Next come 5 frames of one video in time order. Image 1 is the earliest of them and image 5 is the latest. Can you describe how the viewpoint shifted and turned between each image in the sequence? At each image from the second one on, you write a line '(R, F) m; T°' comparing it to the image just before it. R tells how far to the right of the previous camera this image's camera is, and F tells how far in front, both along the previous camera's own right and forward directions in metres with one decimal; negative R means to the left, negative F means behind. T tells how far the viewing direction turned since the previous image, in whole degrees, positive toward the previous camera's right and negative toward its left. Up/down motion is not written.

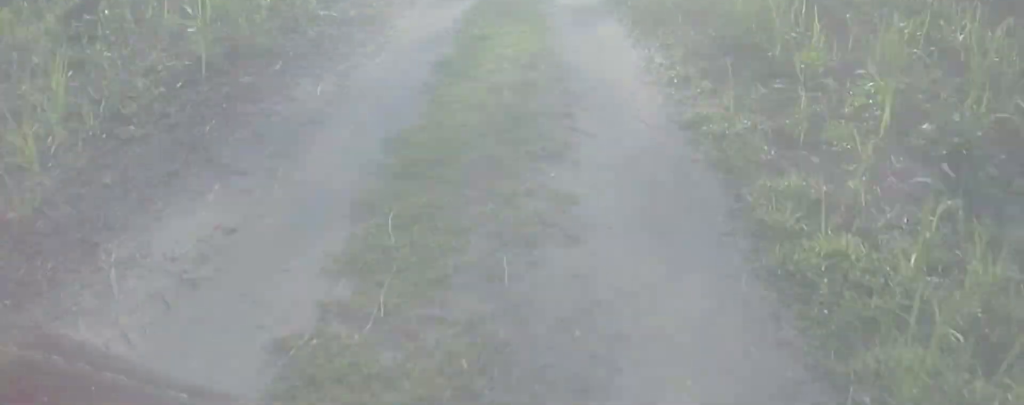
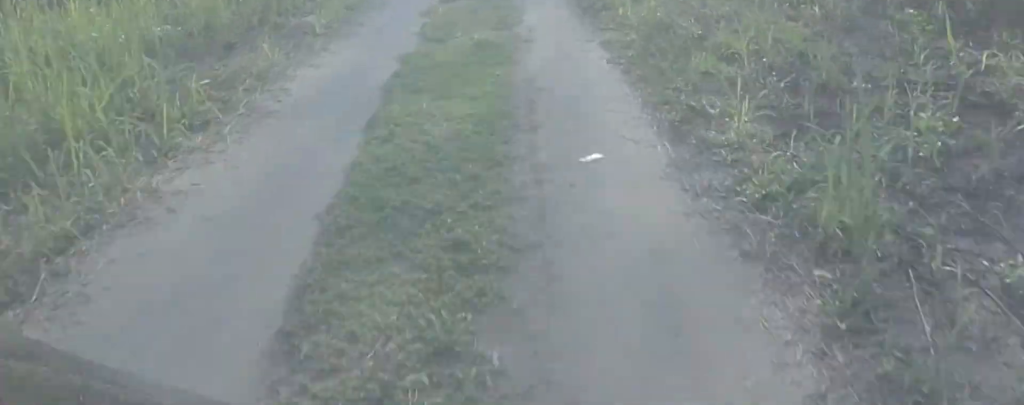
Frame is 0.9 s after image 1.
(-0.2, +10.0) m; -1°
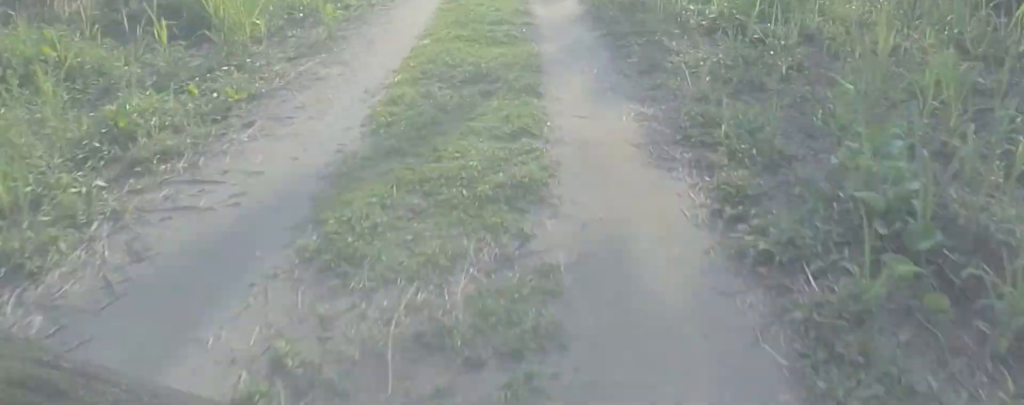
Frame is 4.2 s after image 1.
(-3.2, +36.3) m; -4°
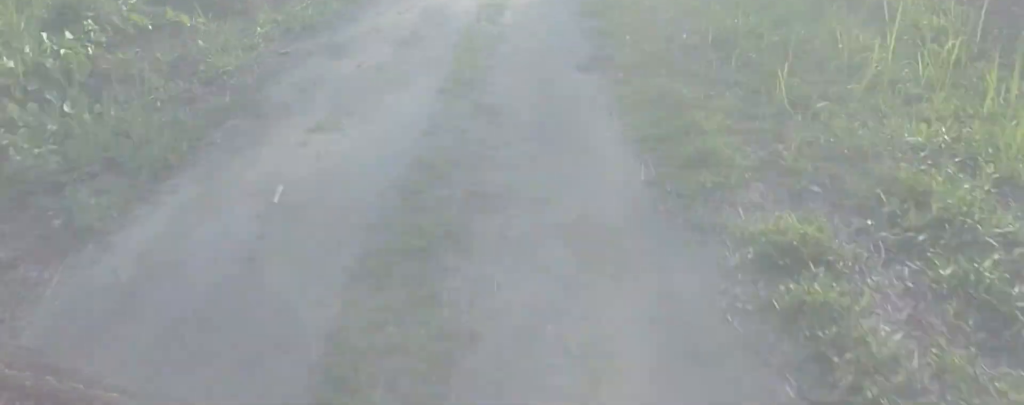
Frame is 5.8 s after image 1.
(+1.2, +18.7) m; +4°
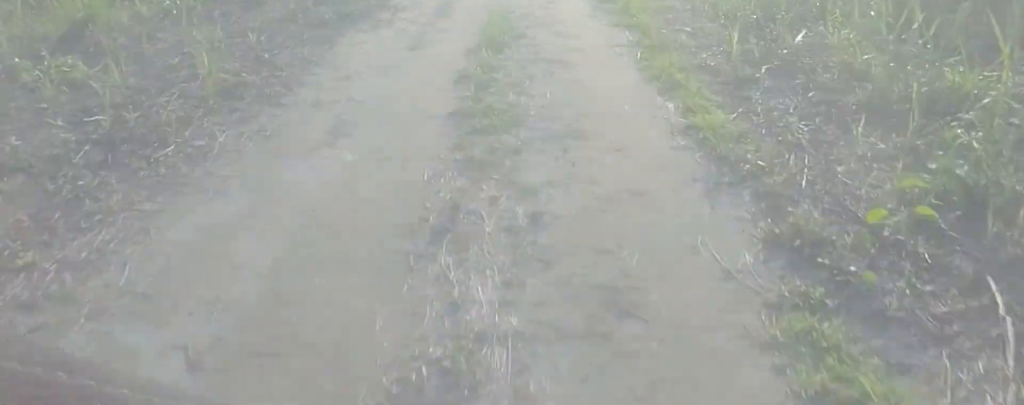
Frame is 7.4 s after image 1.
(+0.1, +19.1) m; 0°
